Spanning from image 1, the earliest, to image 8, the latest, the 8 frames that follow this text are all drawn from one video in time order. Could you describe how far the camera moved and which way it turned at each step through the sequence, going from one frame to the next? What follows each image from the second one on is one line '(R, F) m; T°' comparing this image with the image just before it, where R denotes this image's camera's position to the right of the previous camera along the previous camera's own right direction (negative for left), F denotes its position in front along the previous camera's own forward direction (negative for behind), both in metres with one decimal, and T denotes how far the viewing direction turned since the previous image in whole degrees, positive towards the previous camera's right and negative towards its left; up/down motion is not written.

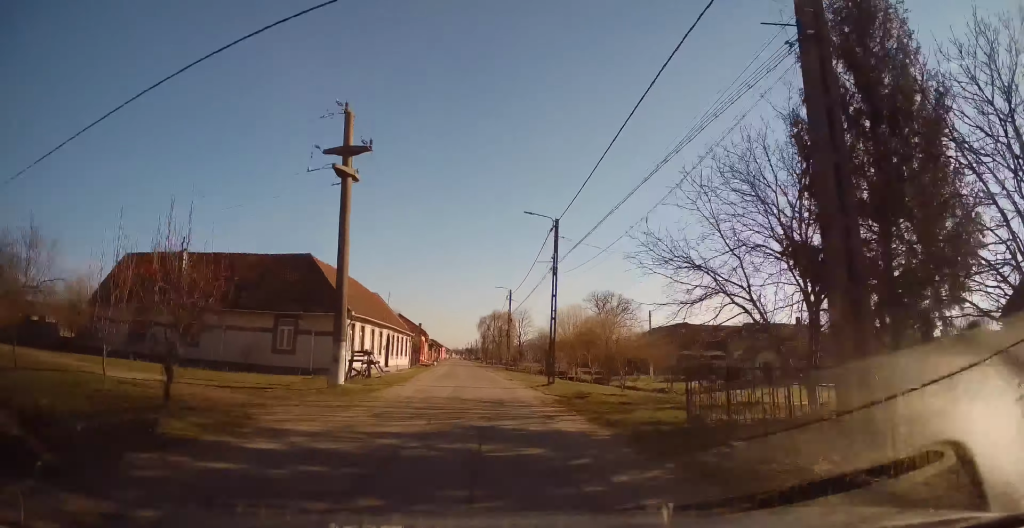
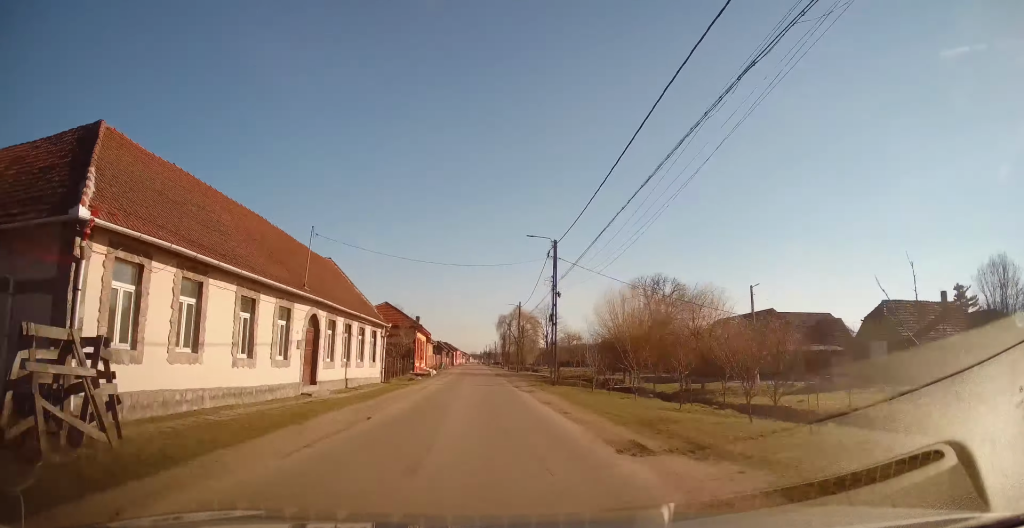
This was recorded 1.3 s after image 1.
(-0.5, +22.3) m; -2°
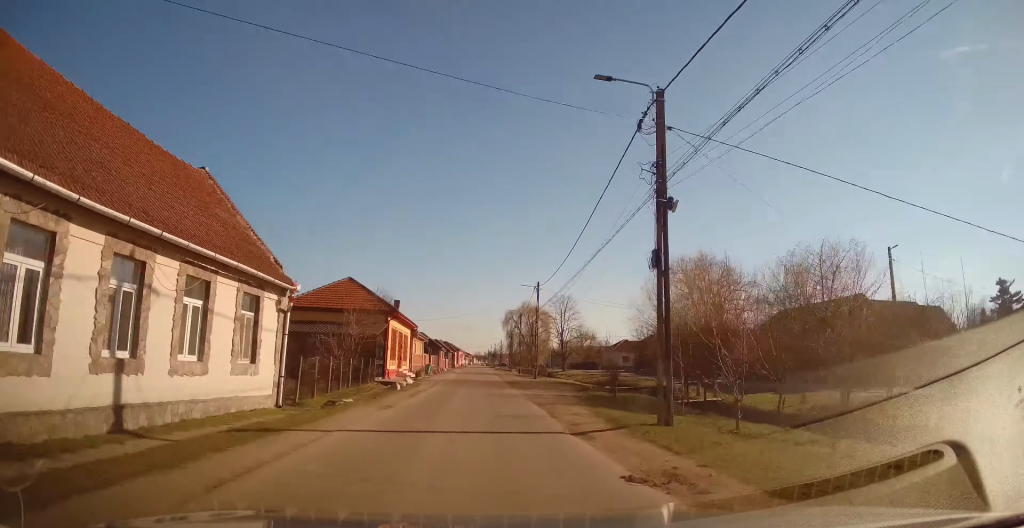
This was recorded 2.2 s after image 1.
(0.0, +16.5) m; 0°
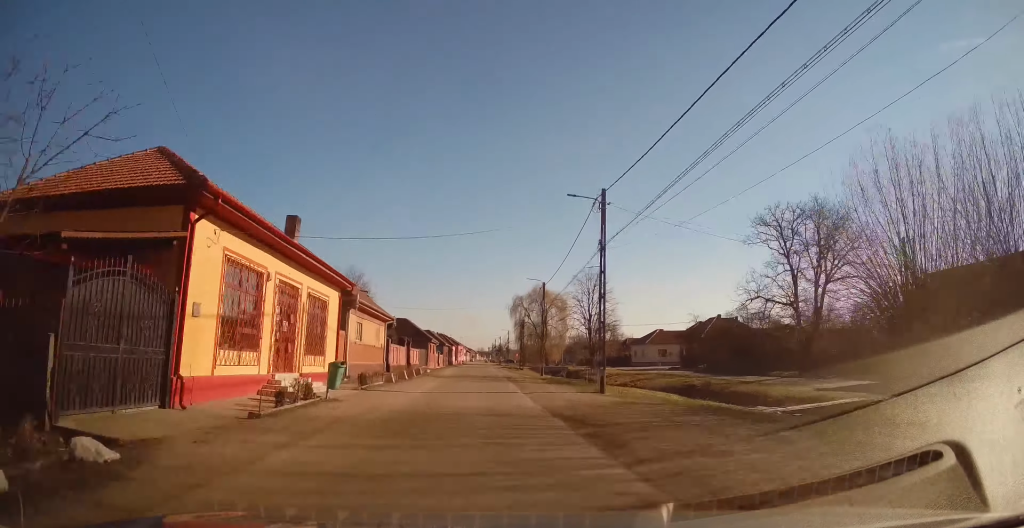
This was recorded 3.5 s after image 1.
(-0.1, +23.8) m; -1°
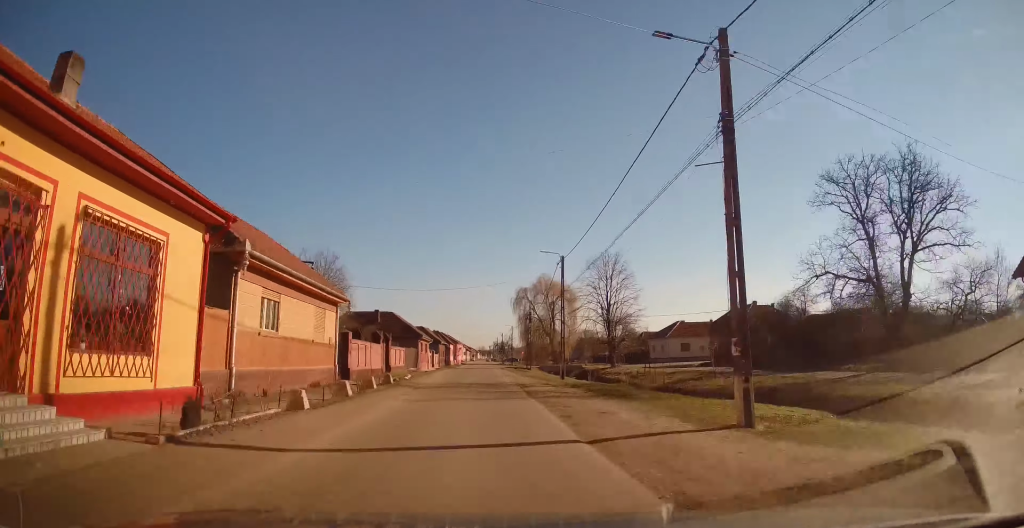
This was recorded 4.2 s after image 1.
(0.0, +11.4) m; 0°
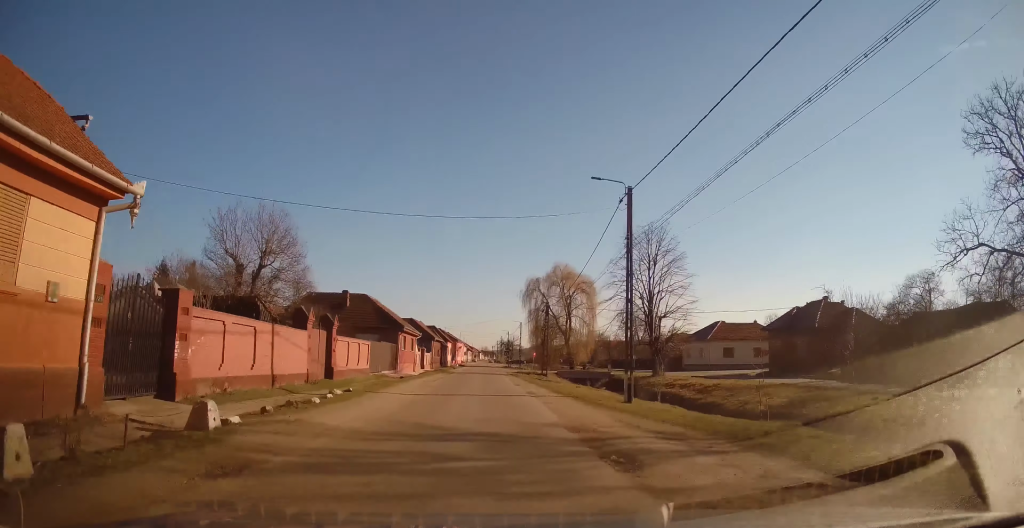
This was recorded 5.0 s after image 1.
(+0.1, +15.7) m; 0°
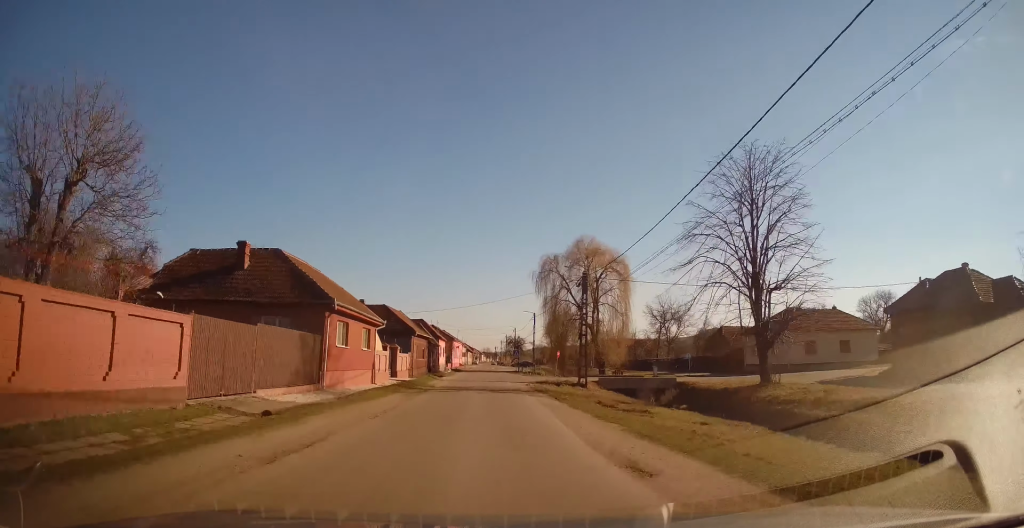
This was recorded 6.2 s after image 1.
(-0.1, +20.5) m; 0°
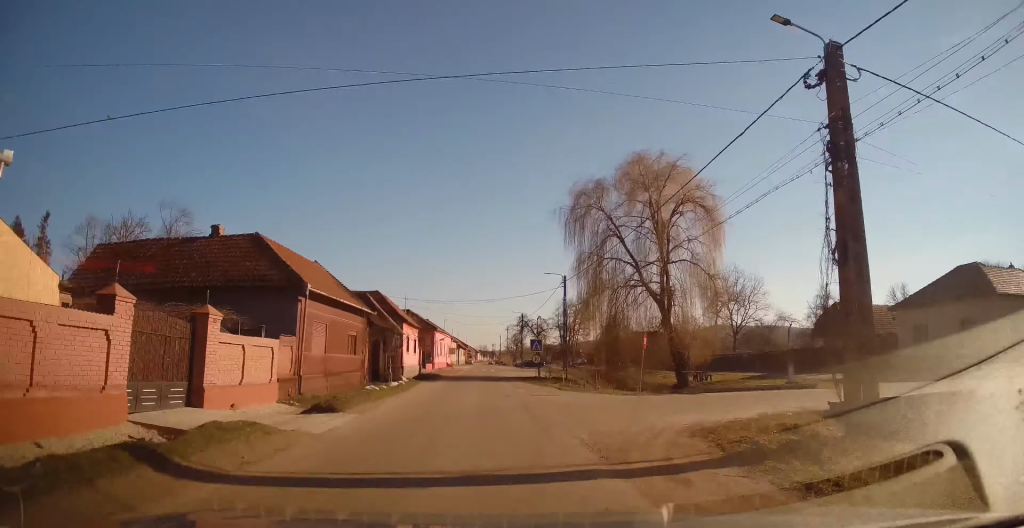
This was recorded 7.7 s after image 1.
(0.0, +28.1) m; 0°
